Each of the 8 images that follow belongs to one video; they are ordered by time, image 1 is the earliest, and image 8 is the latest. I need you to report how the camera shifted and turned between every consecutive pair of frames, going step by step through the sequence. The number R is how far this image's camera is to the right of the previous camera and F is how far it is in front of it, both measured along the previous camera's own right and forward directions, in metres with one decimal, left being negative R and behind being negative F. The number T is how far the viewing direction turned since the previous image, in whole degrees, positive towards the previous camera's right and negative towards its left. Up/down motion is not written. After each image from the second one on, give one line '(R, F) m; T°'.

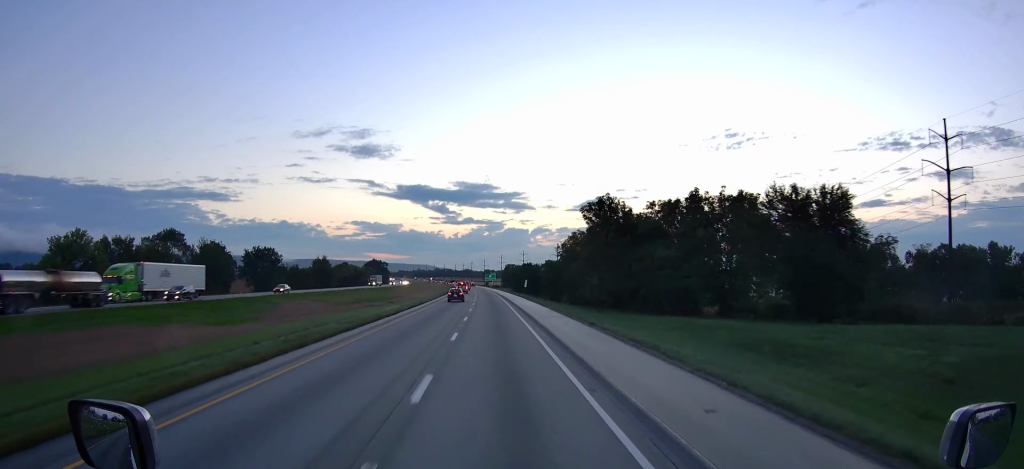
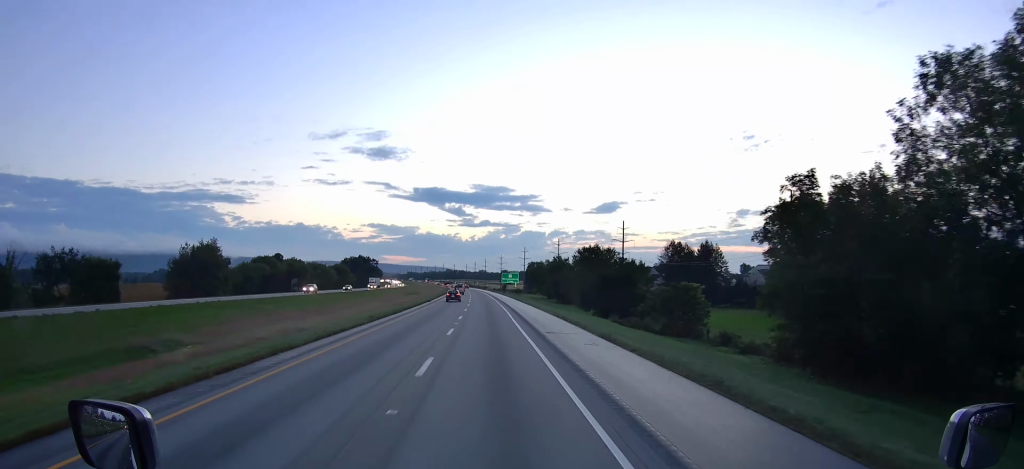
(-1.5, +116.9) m; -2°
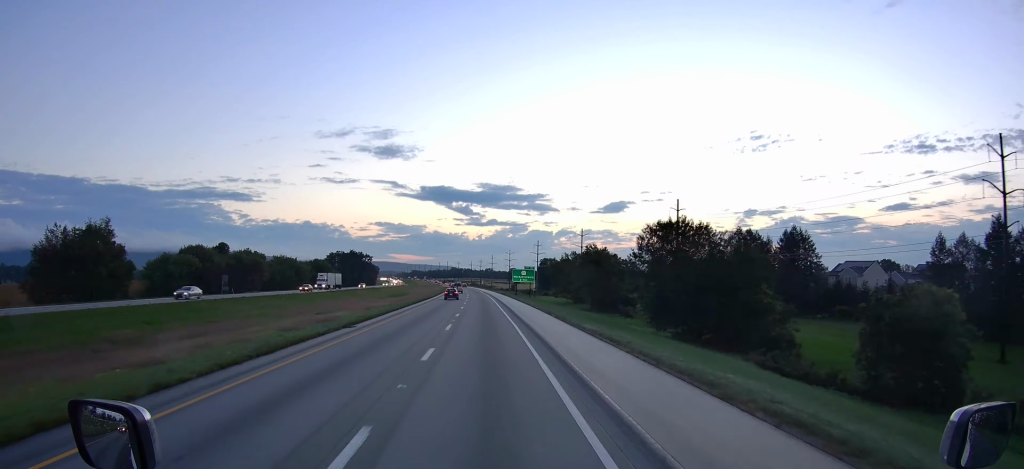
(-0.5, +45.6) m; -1°
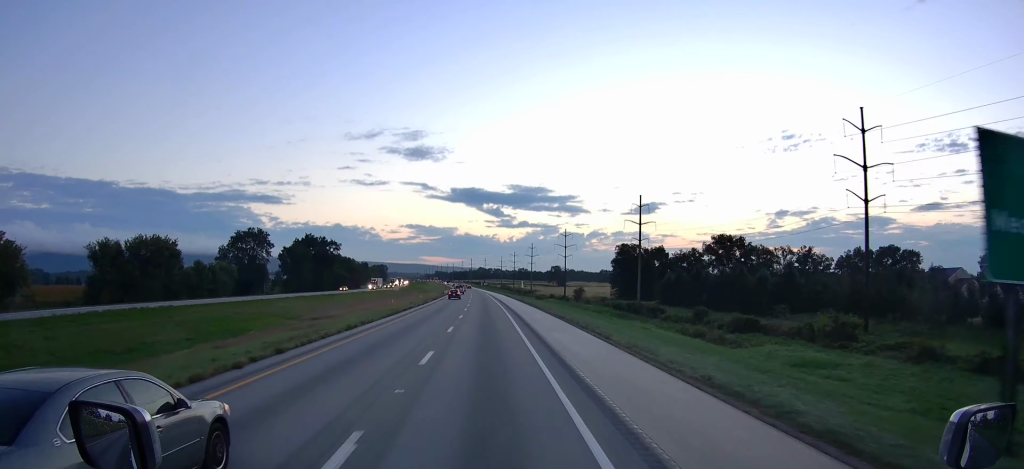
(-3.2, +145.0) m; -3°
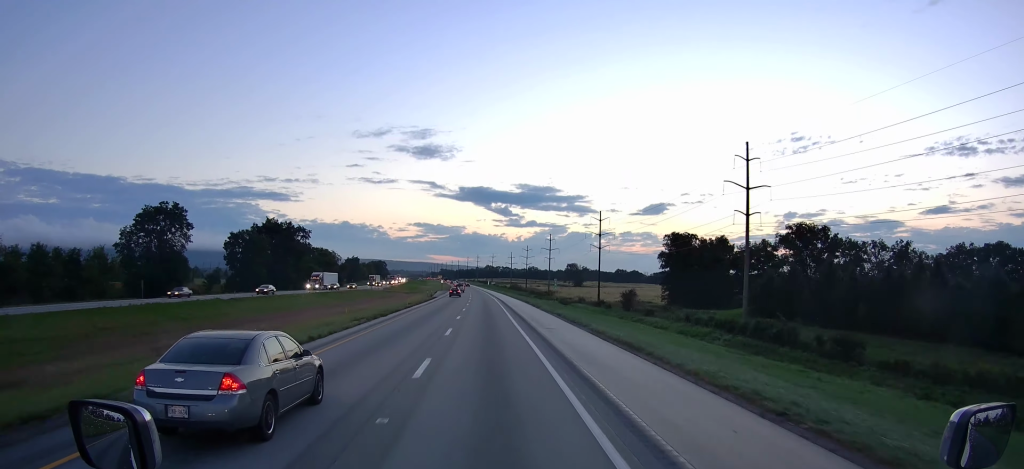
(-0.4, +50.8) m; -1°
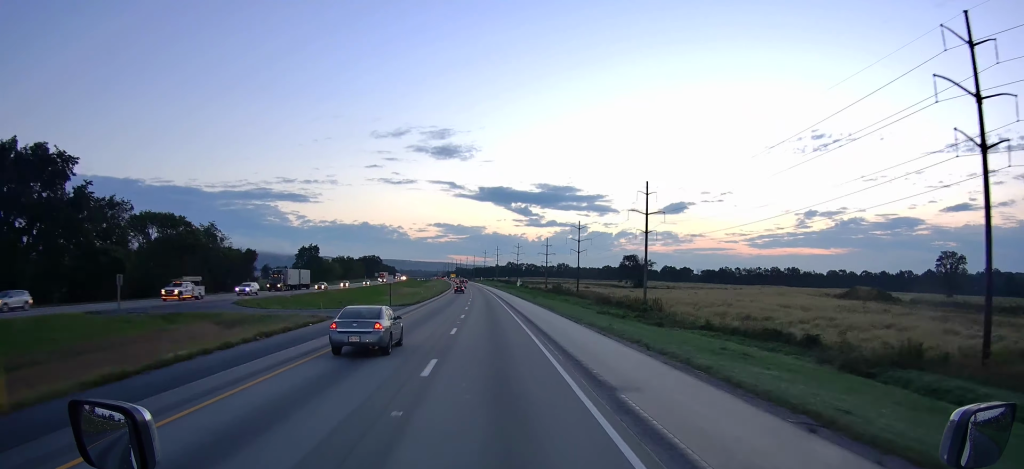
(-2.1, +120.6) m; -2°
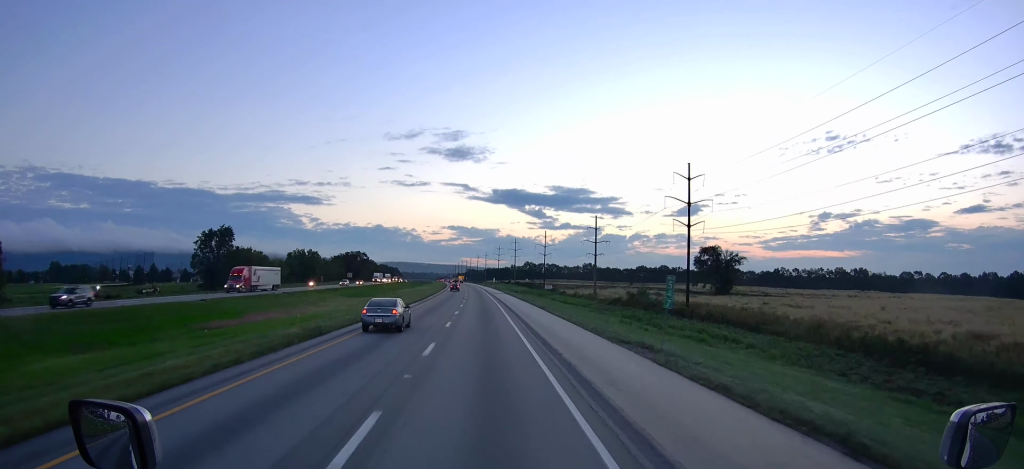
(-1.5, +91.9) m; -2°
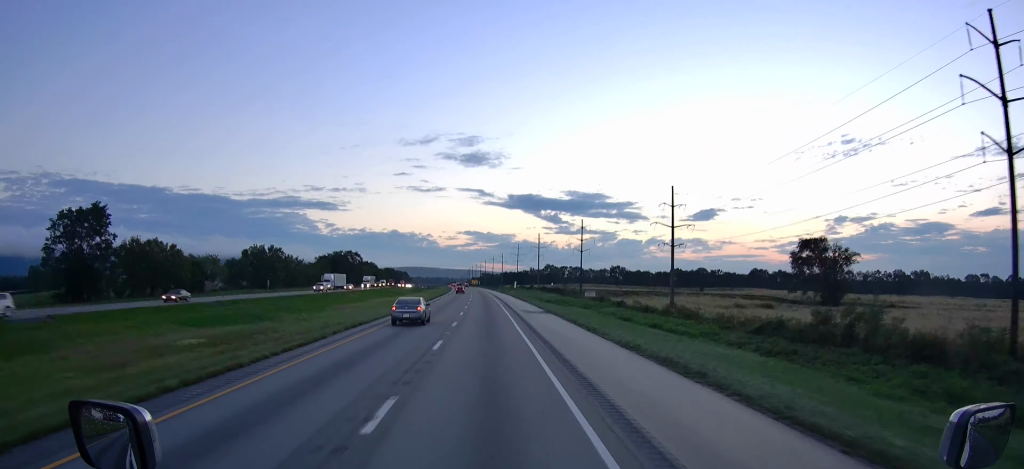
(-0.7, +58.3) m; -1°
